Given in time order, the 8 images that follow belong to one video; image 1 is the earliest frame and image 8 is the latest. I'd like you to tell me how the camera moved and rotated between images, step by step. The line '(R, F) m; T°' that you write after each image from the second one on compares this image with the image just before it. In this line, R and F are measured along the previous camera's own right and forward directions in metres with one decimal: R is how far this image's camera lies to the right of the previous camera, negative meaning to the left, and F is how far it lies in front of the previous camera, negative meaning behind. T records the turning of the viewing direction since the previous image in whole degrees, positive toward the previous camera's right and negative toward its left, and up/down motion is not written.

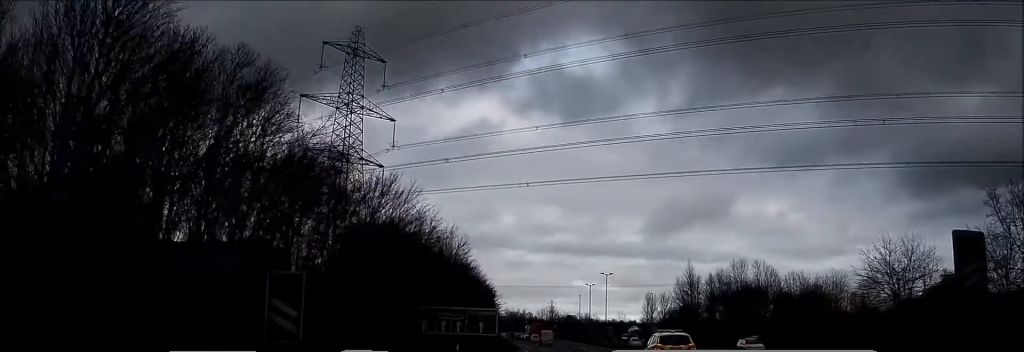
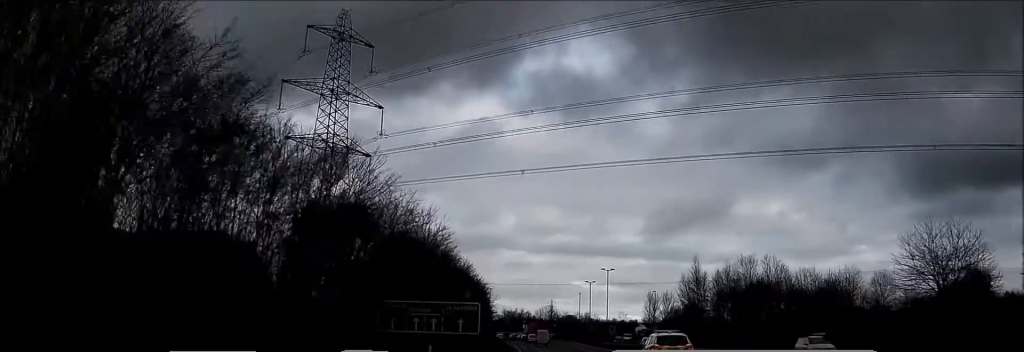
(0.0, +7.3) m; 0°
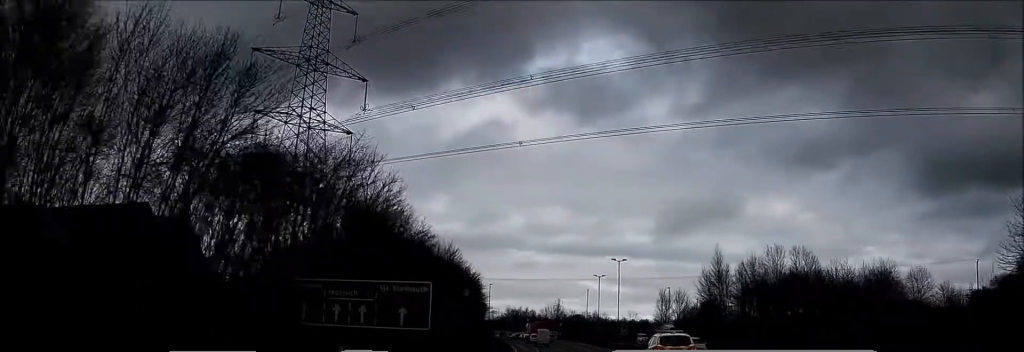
(0.0, +13.7) m; -1°
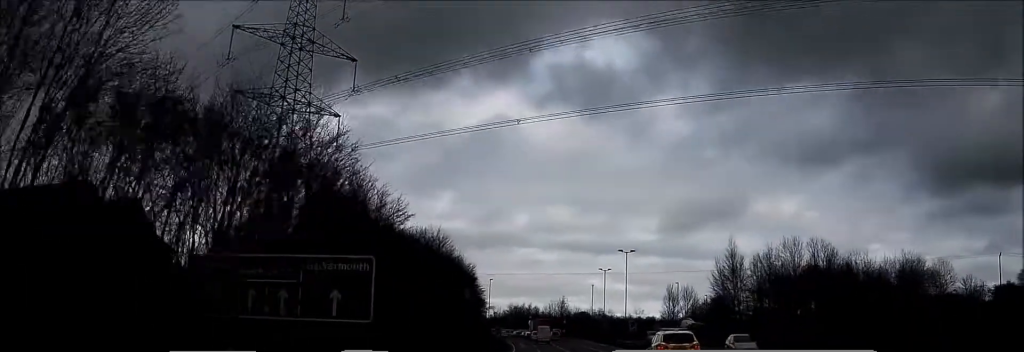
(0.0, +7.6) m; 0°
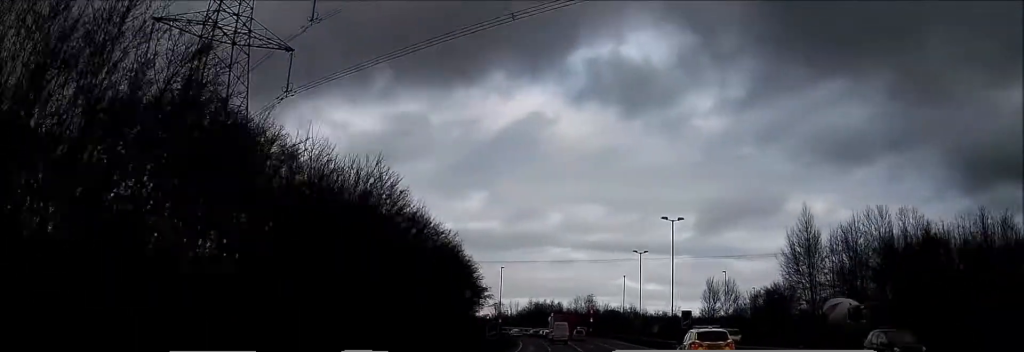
(-0.4, +26.1) m; -2°
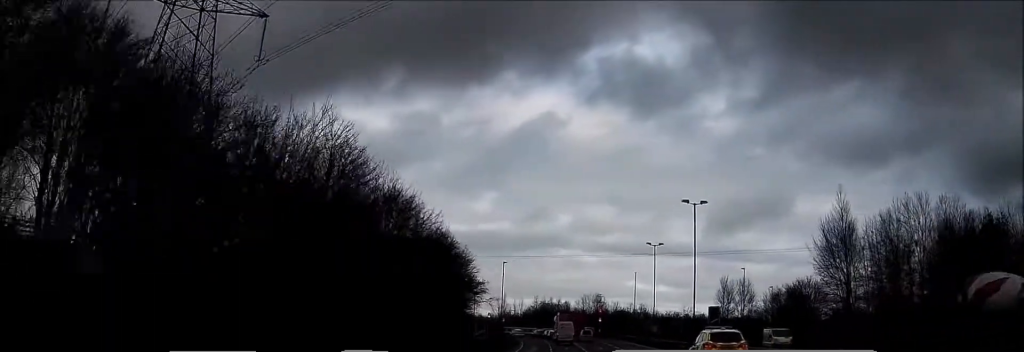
(0.0, +9.7) m; -1°
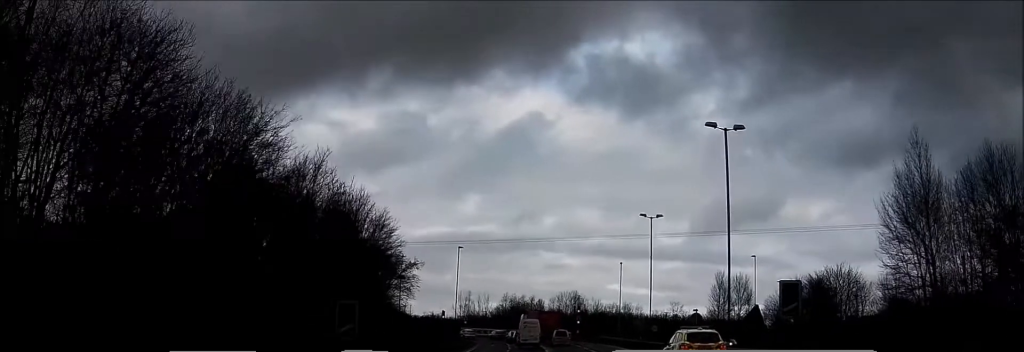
(0.0, +22.9) m; +1°
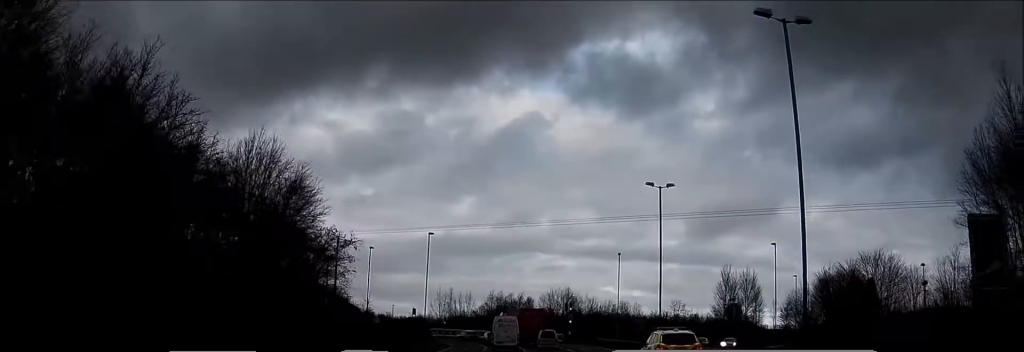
(+0.2, +14.3) m; +1°
